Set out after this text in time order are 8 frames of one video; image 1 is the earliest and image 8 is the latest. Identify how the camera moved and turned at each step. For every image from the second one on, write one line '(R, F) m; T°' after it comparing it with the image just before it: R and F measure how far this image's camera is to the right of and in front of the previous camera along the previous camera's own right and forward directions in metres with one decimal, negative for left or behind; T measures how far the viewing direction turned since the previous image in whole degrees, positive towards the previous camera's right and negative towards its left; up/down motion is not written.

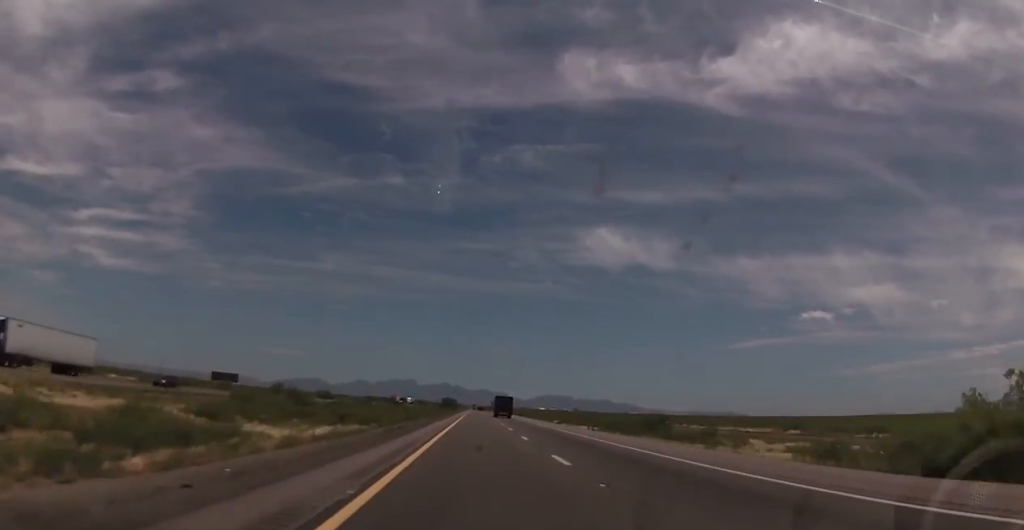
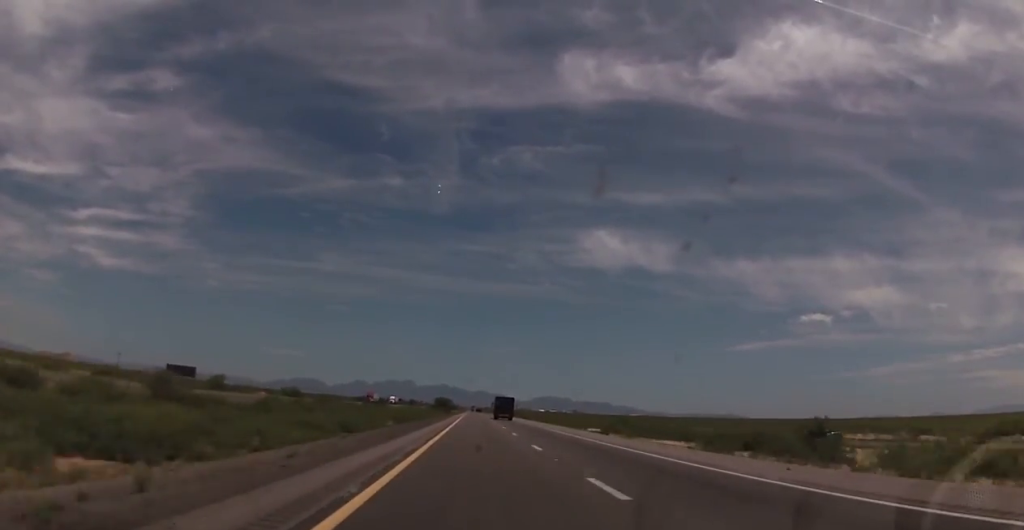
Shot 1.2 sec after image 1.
(+0.5, +42.7) m; 0°
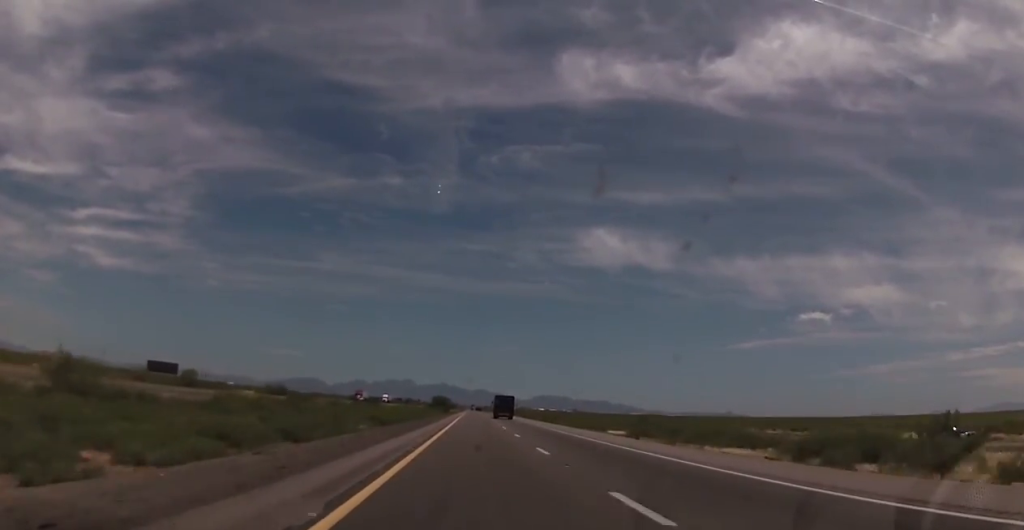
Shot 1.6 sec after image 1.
(-0.2, +14.6) m; 0°
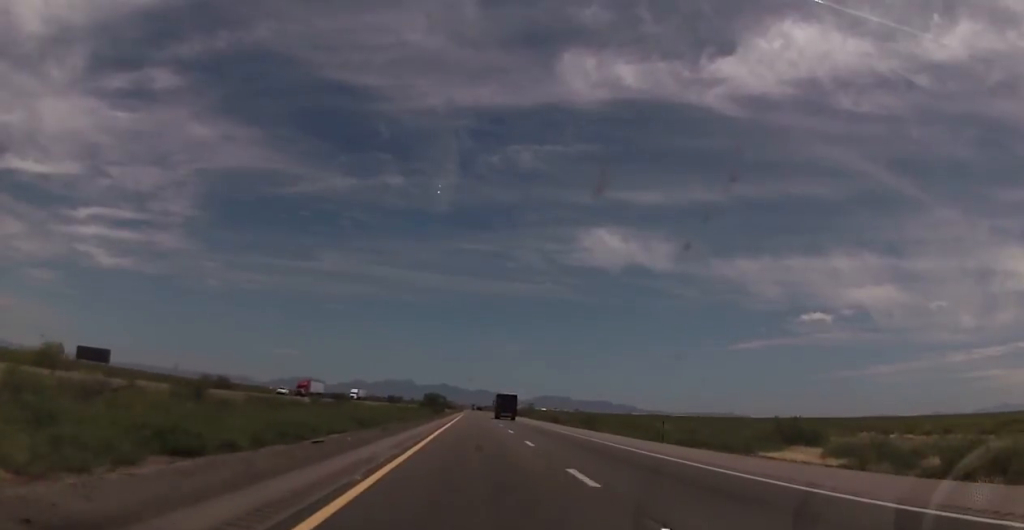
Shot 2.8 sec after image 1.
(+0.1, +45.1) m; +1°
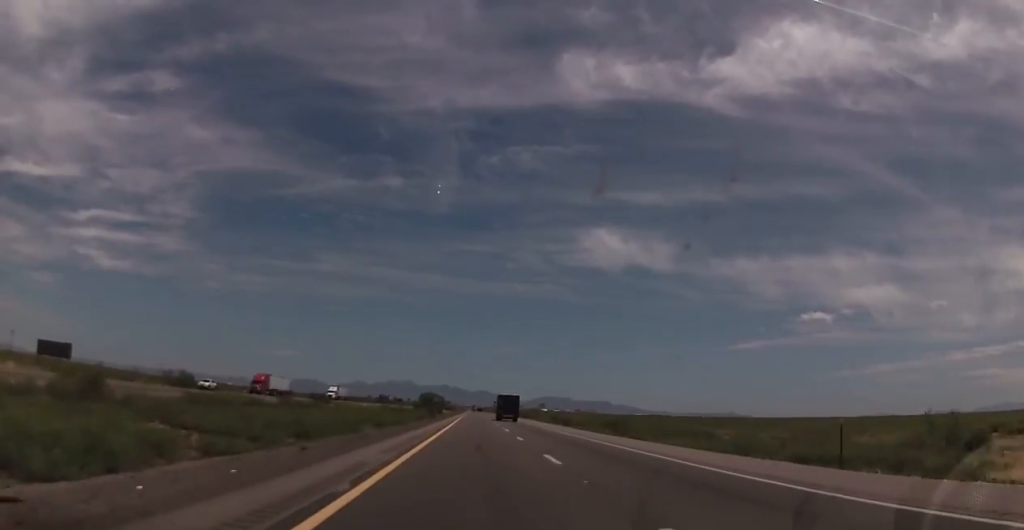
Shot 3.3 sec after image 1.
(+0.1, +19.5) m; 0°
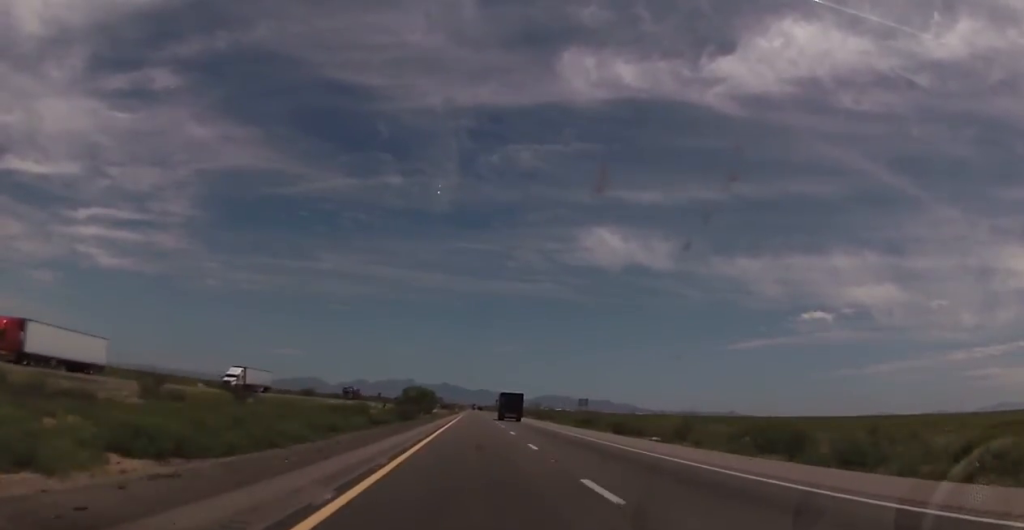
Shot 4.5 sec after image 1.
(-0.3, +43.8) m; -1°
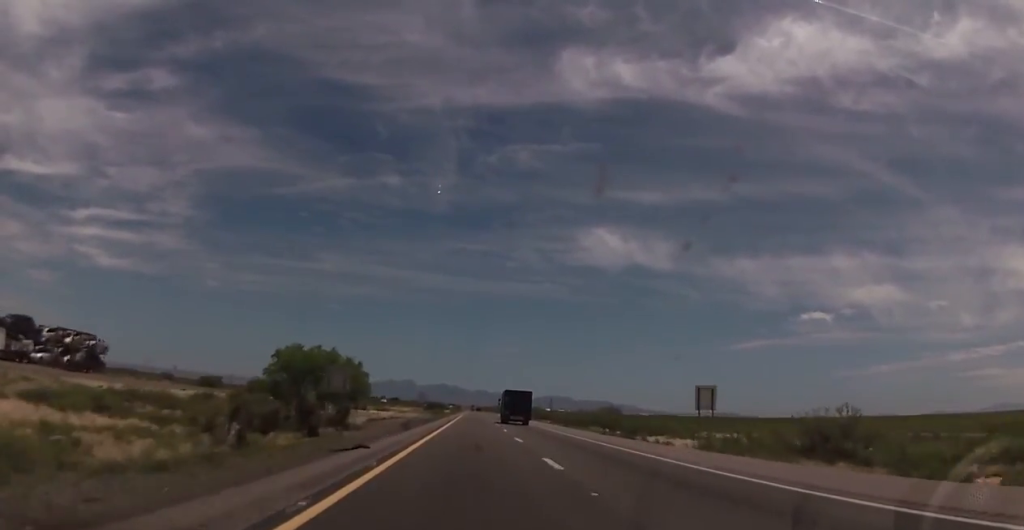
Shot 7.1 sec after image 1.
(+0.8, +92.4) m; 0°
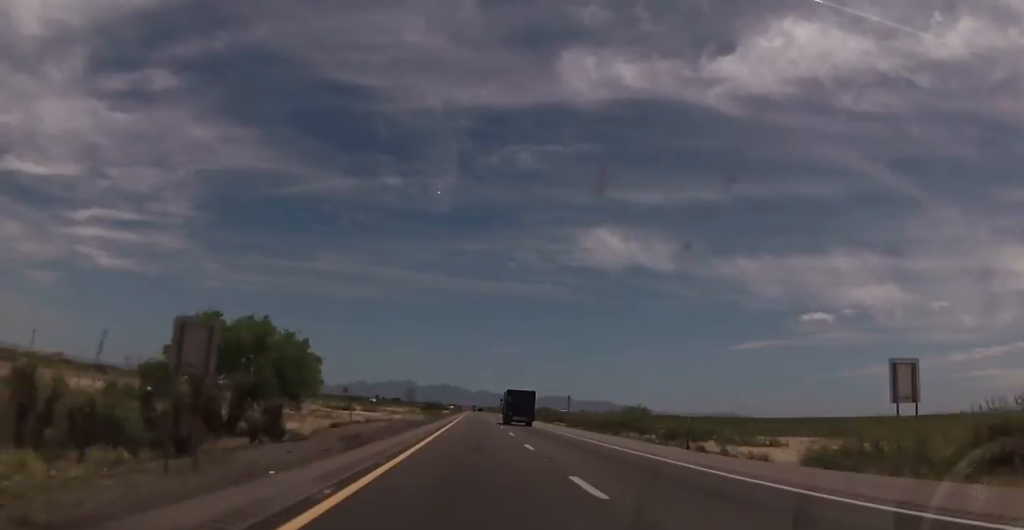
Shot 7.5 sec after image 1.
(-0.2, +17.0) m; 0°
